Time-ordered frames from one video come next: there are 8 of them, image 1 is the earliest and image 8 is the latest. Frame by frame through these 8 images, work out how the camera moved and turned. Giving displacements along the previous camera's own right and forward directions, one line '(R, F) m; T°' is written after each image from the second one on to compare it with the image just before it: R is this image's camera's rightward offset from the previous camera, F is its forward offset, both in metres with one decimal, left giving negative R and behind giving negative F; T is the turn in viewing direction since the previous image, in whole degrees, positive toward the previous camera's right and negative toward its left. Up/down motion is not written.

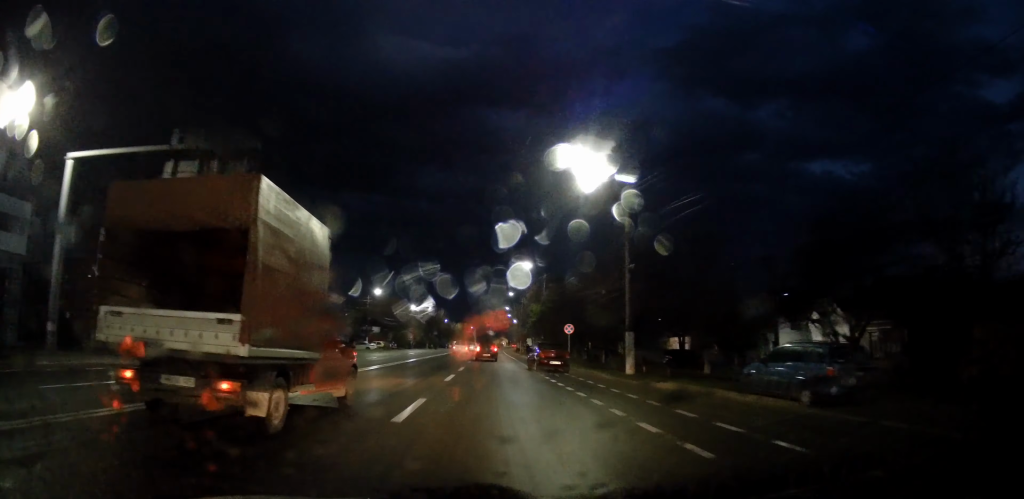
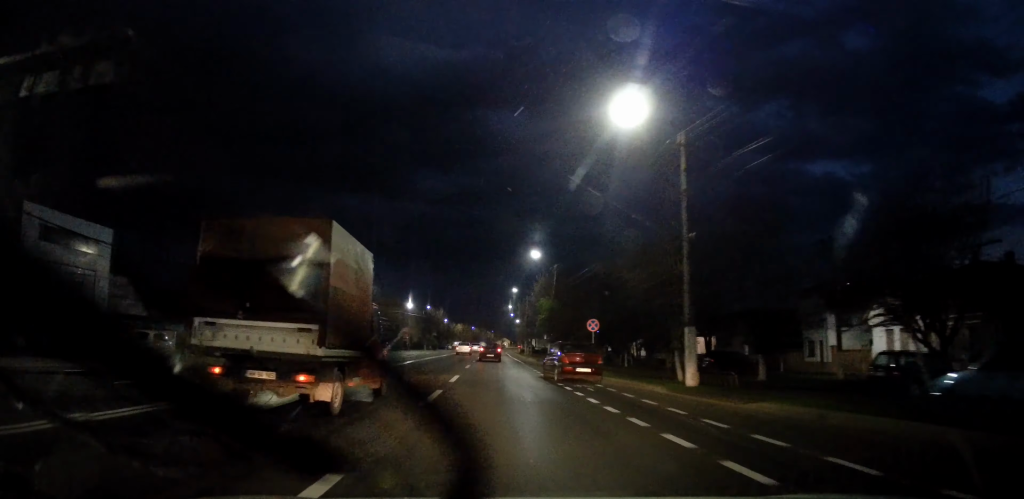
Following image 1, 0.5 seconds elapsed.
(0.0, +7.0) m; 0°
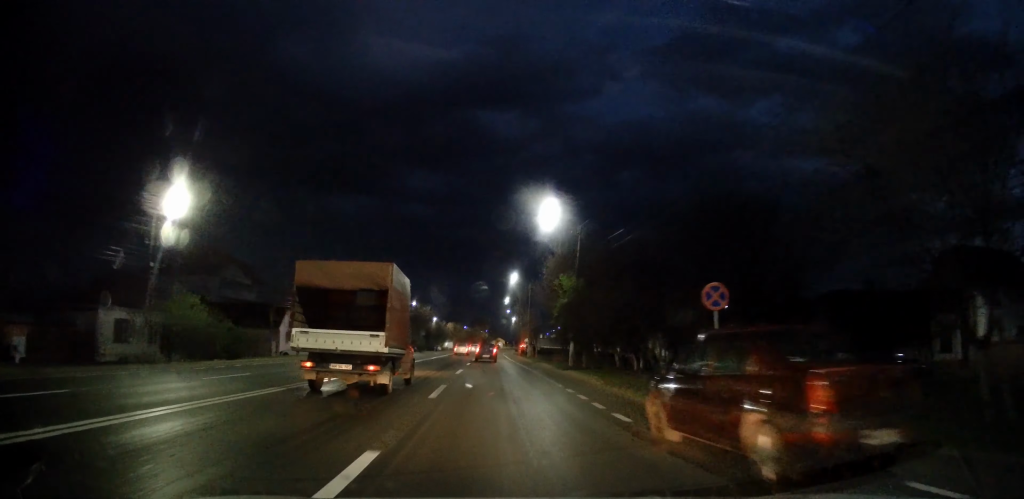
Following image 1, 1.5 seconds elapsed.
(0.0, +14.8) m; 0°
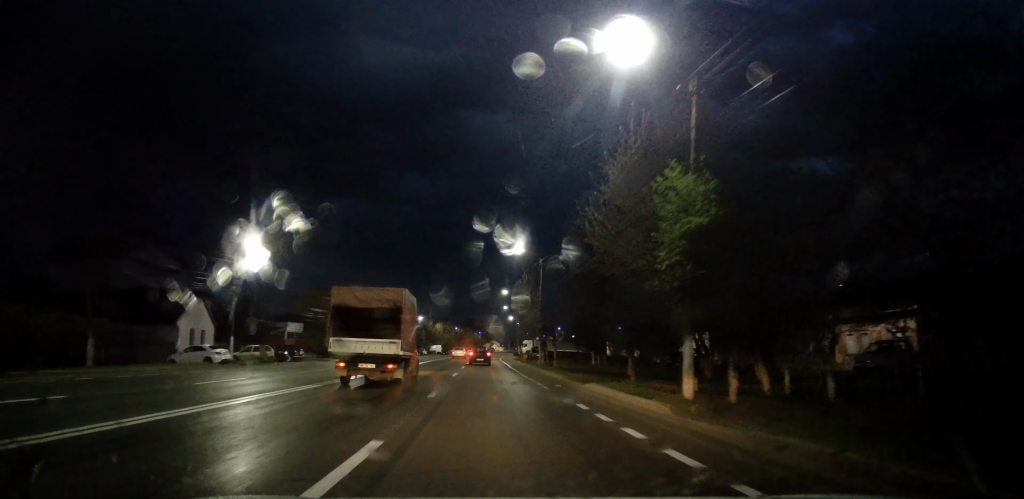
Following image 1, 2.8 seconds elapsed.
(+0.2, +18.8) m; +2°
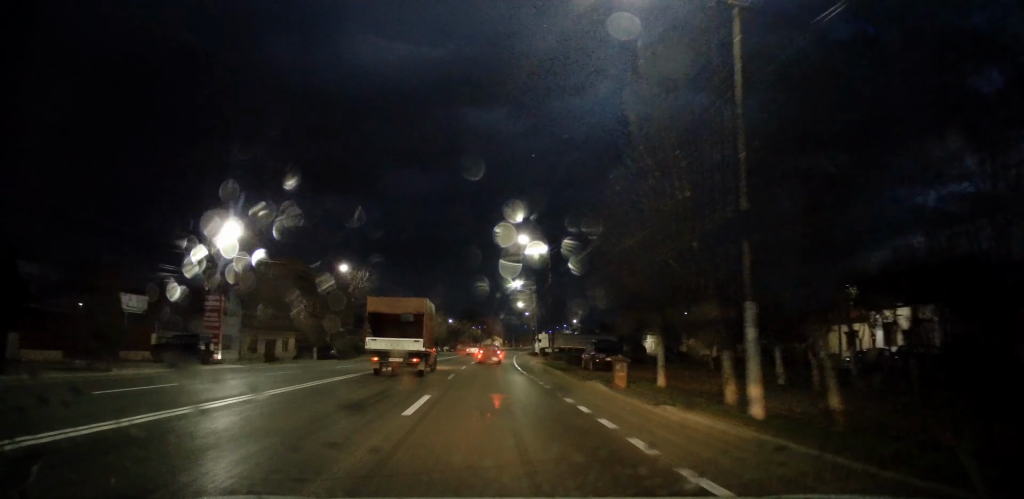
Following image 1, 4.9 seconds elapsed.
(+0.1, +33.1) m; -1°
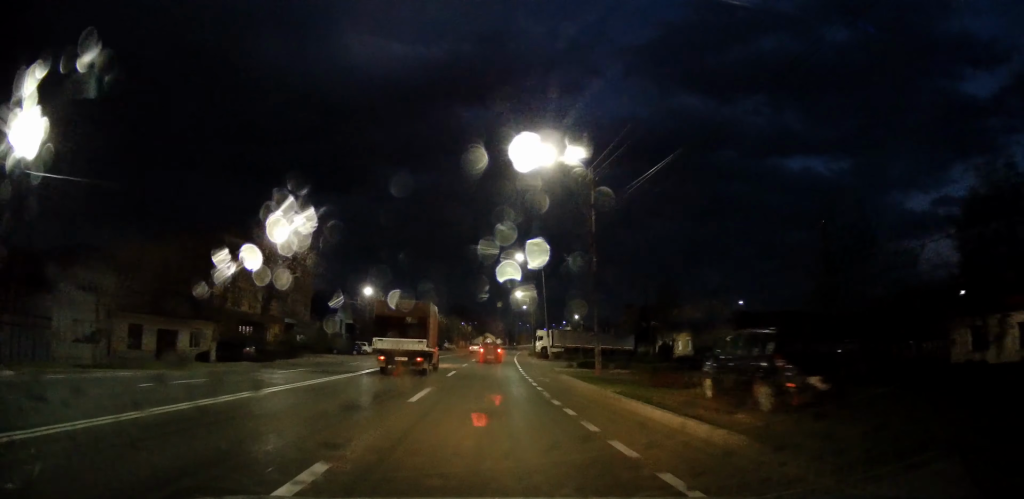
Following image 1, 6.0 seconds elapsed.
(0.0, +17.6) m; +1°
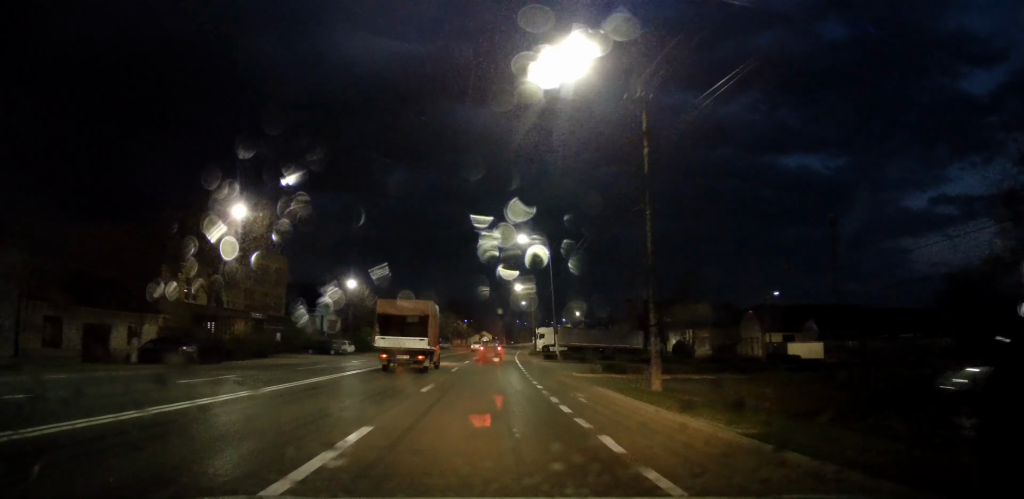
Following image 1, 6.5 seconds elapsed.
(+0.1, +7.5) m; +1°
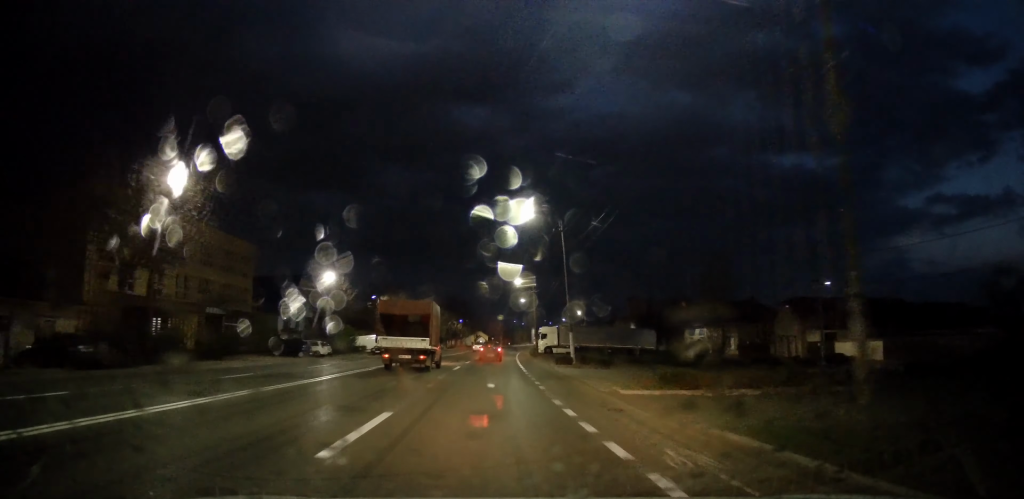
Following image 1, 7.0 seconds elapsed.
(0.0, +8.2) m; +1°
